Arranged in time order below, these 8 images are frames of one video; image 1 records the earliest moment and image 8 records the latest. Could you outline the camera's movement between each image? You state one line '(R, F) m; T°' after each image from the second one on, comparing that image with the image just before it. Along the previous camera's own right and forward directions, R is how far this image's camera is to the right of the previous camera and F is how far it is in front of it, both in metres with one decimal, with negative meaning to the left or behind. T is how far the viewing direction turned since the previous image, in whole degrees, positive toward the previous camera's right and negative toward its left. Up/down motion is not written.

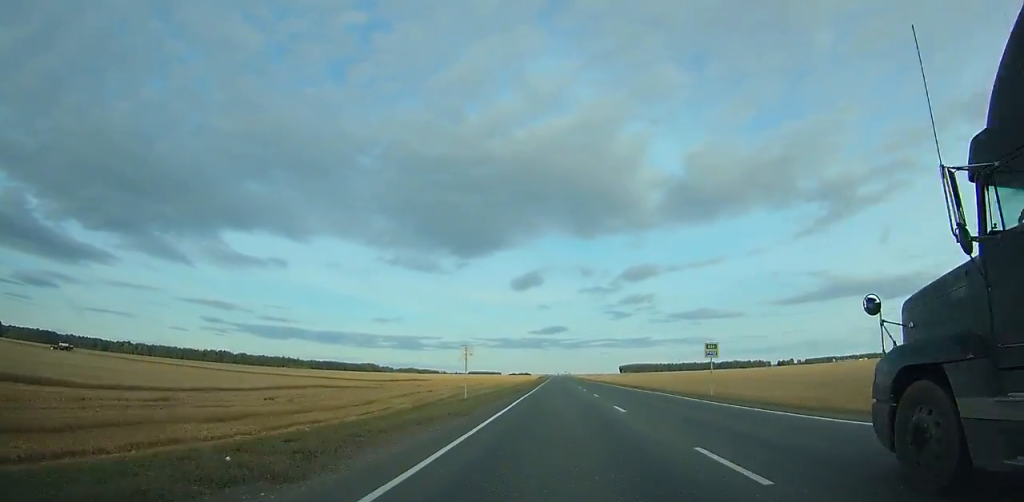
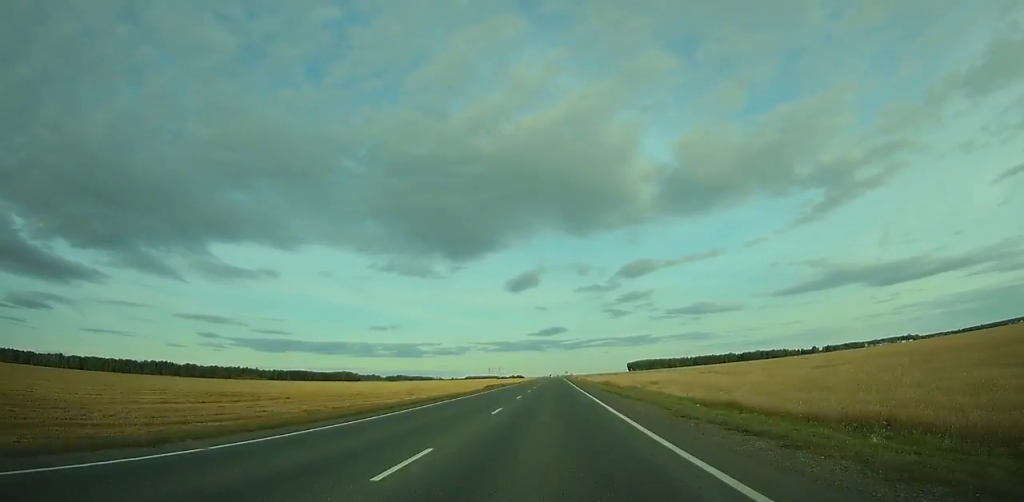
(+3.5, +206.0) m; +1°
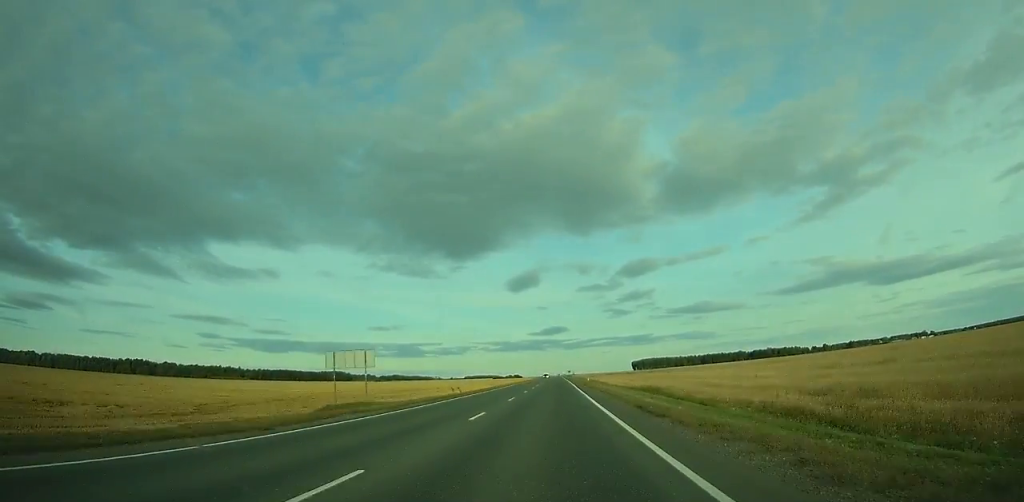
(-0.9, +79.3) m; -1°
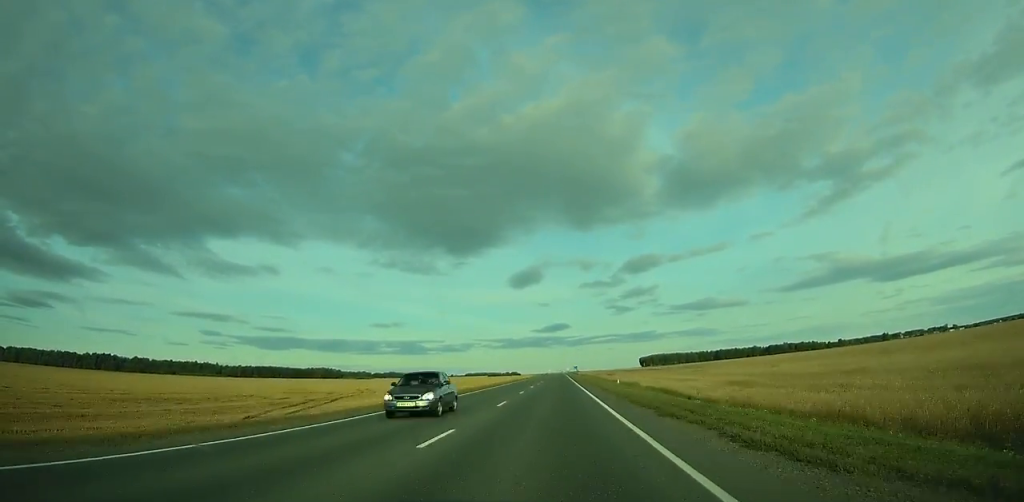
(-0.4, +97.6) m; 0°
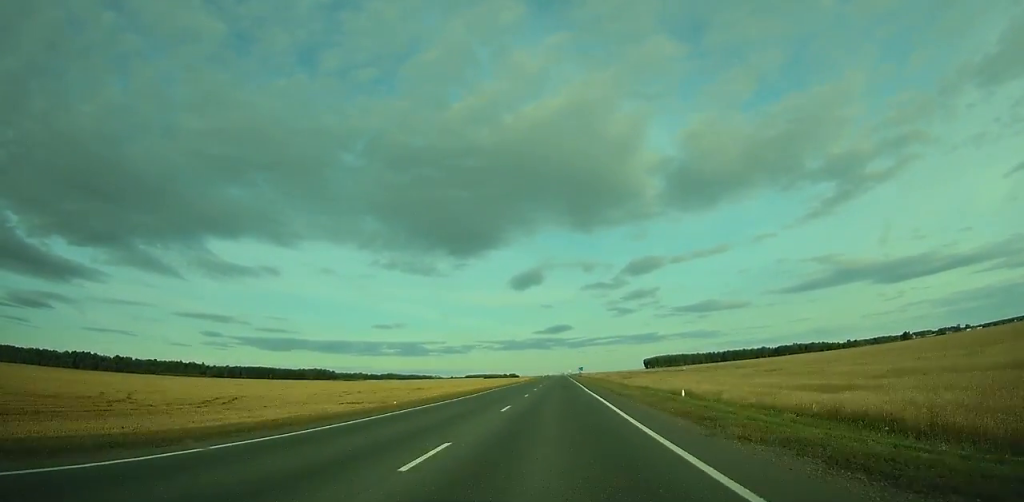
(0.0, +52.6) m; 0°
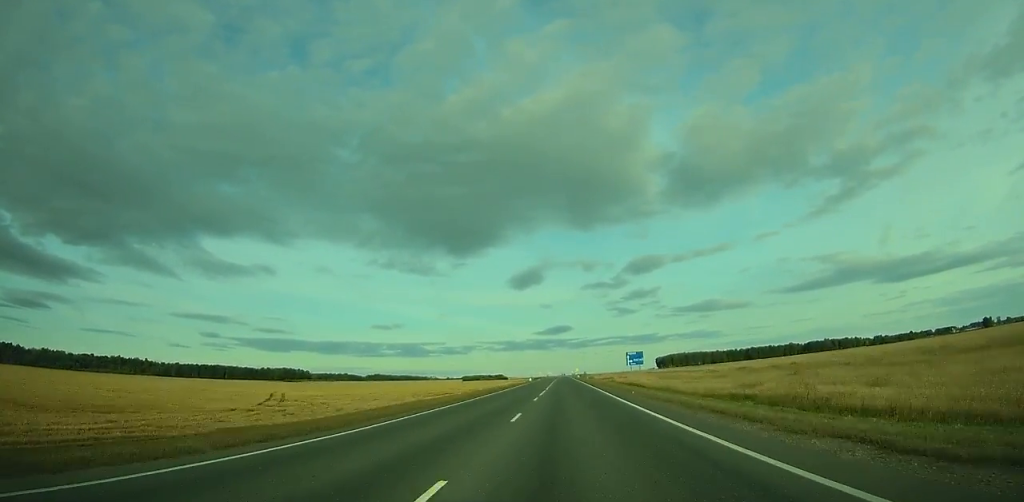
(-0.6, +163.5) m; 0°
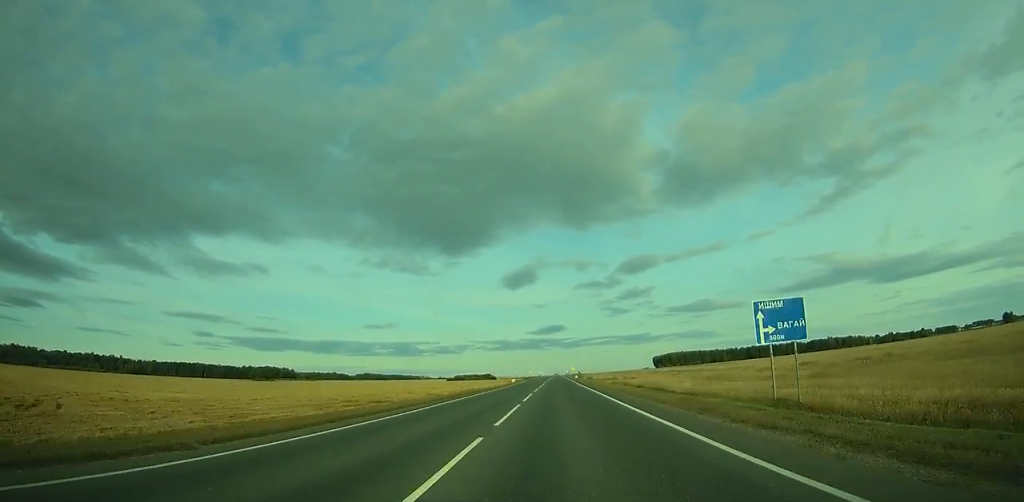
(+0.1, +44.4) m; 0°
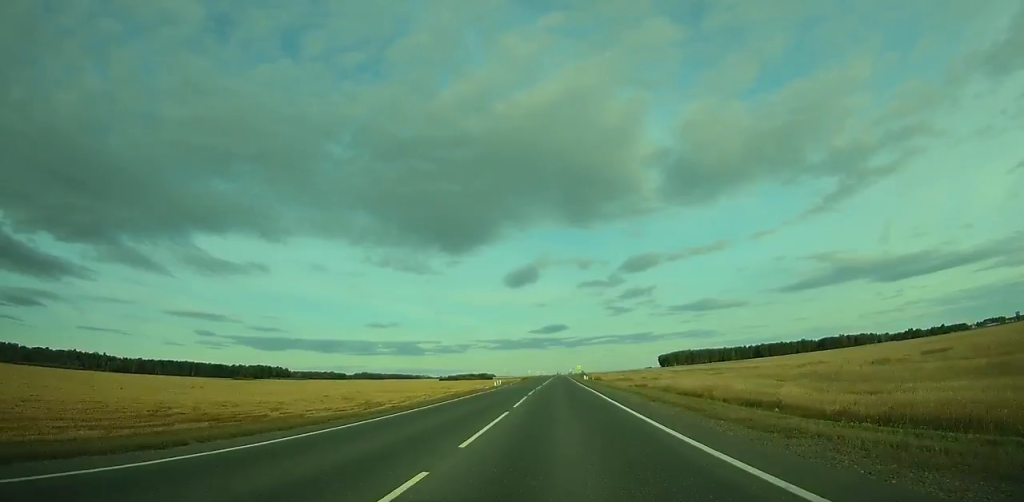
(+0.1, +41.0) m; 0°
